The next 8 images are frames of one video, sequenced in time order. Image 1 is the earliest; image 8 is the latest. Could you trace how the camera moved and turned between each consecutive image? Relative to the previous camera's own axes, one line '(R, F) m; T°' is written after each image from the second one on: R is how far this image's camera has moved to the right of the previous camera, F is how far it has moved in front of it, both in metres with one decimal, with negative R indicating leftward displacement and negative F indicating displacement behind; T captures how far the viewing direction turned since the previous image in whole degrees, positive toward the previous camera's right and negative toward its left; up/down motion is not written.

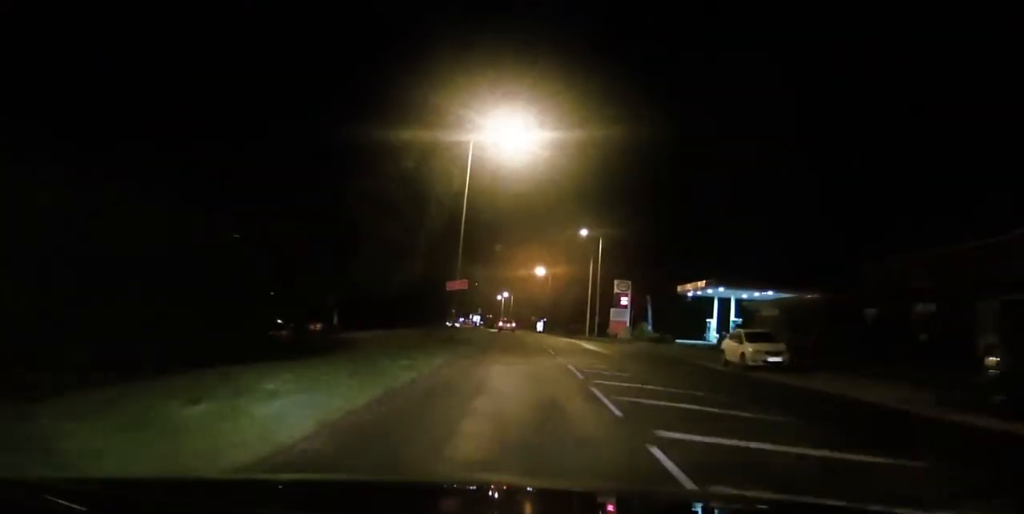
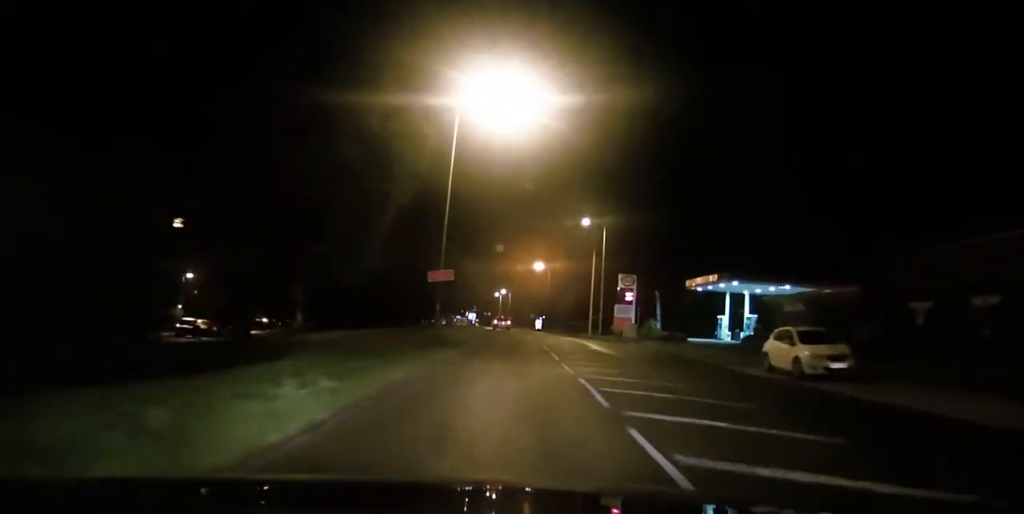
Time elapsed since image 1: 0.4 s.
(0.0, +5.3) m; 0°
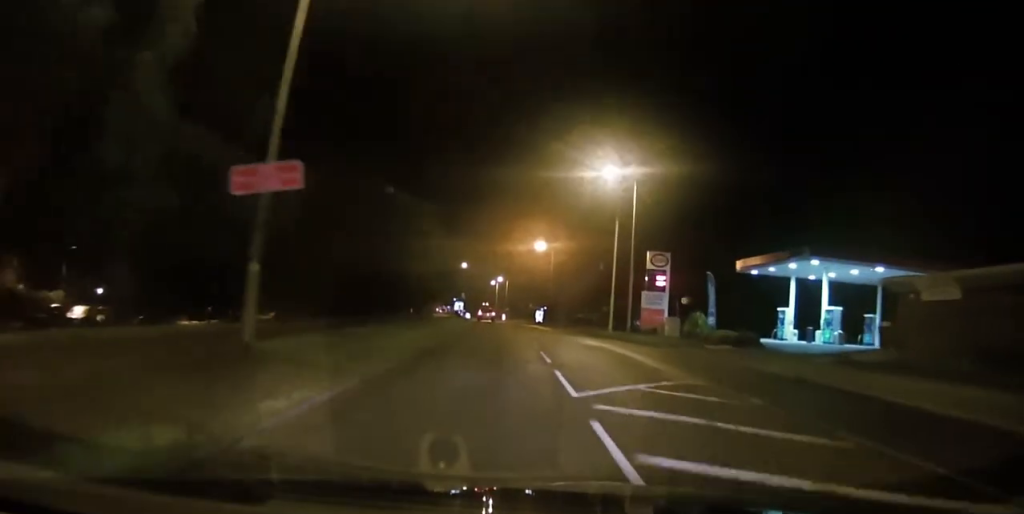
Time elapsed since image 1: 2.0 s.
(-0.1, +18.4) m; -1°
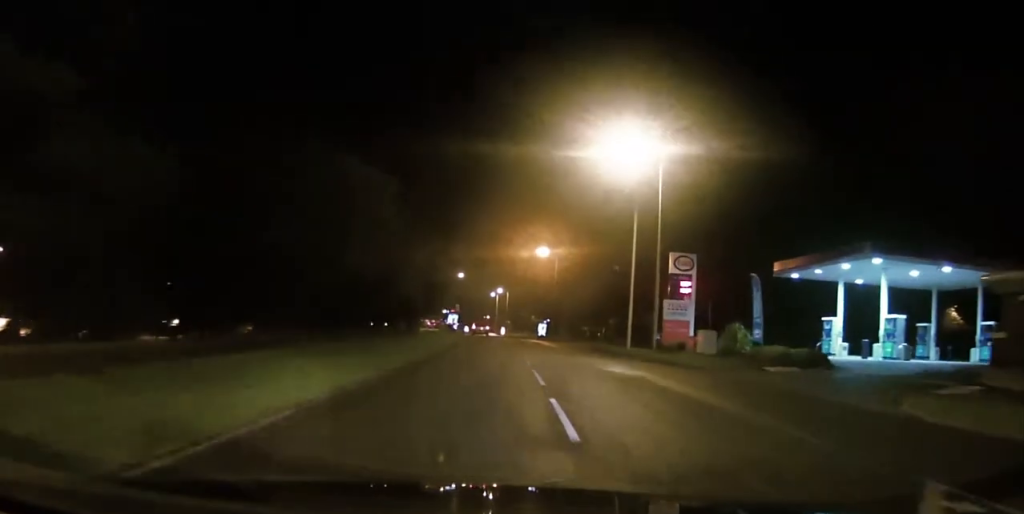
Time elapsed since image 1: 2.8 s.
(-0.1, +8.5) m; 0°
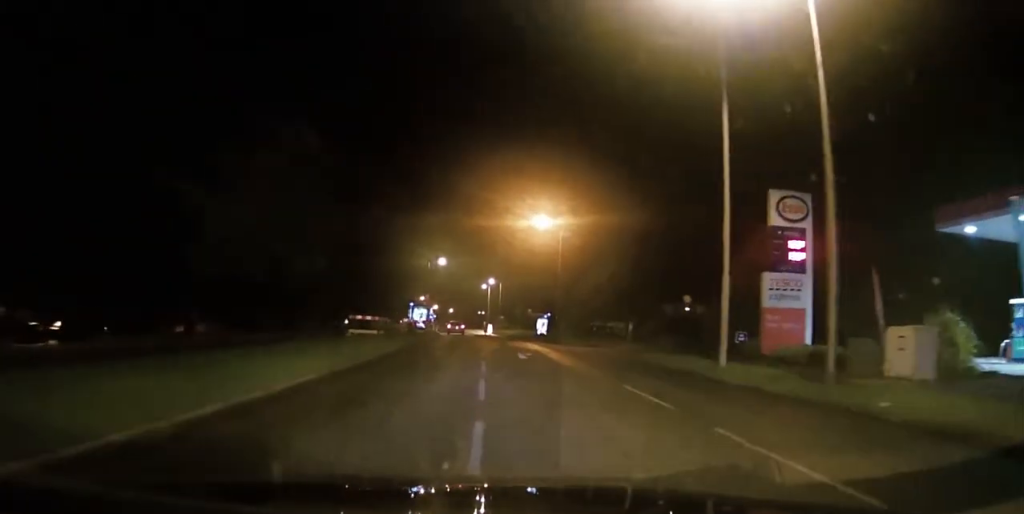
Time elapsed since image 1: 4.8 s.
(+0.4, +21.3) m; 0°
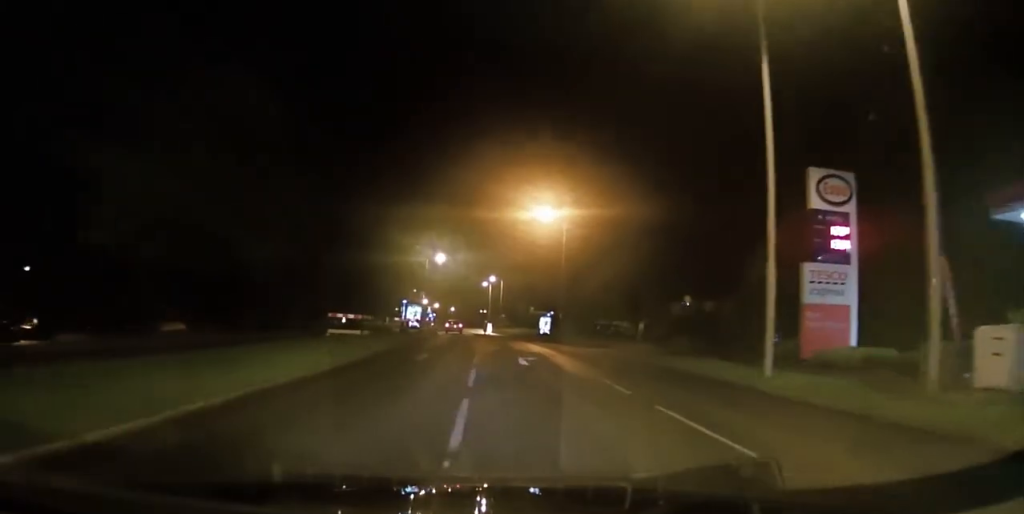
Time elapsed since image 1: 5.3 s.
(-0.1, +4.0) m; 0°
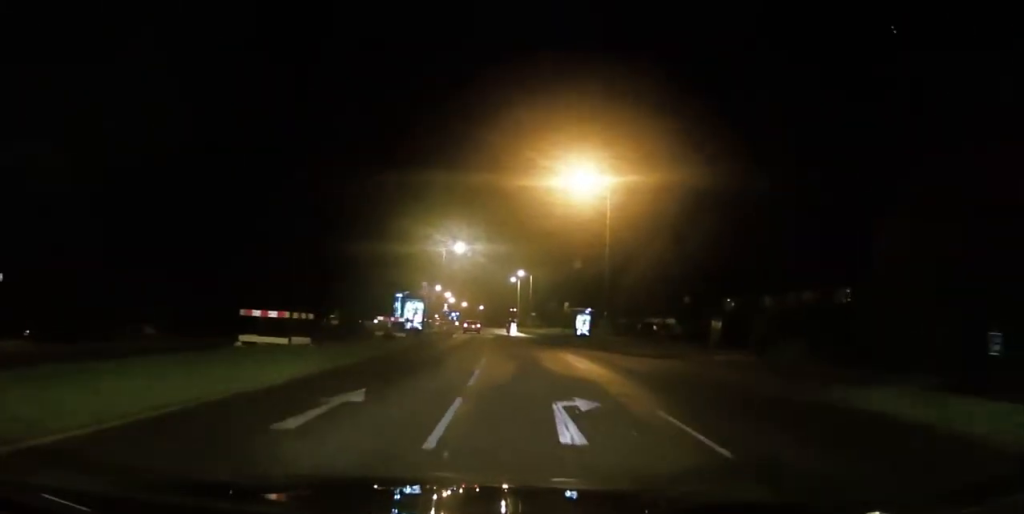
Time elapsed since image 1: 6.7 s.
(+0.1, +12.7) m; +2°
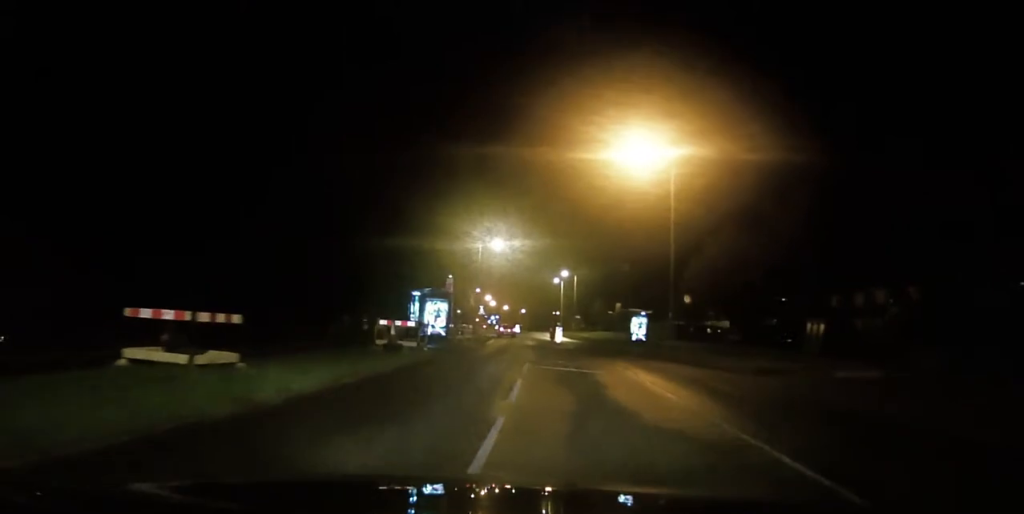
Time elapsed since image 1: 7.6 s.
(0.0, +7.5) m; +4°
